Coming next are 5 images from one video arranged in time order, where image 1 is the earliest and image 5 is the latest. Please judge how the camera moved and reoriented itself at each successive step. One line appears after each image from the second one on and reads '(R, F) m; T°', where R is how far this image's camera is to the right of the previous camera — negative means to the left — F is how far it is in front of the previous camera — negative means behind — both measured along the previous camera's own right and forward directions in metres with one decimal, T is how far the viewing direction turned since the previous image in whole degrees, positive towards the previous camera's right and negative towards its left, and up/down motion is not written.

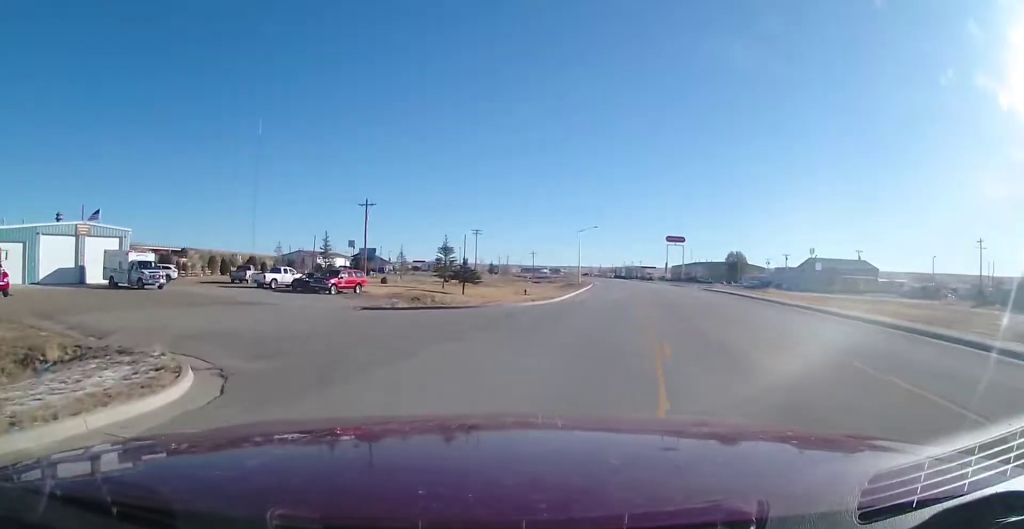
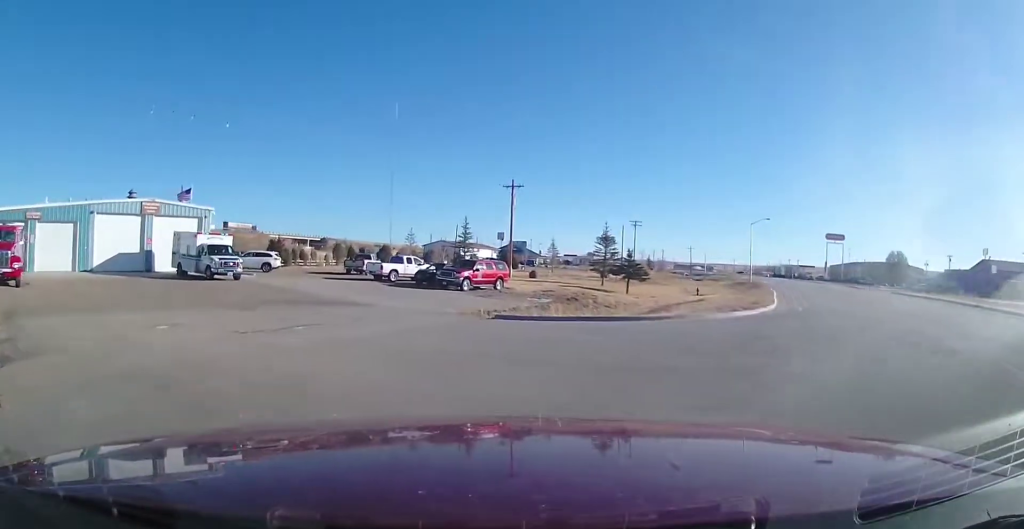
(-1.8, +11.0) m; -14°
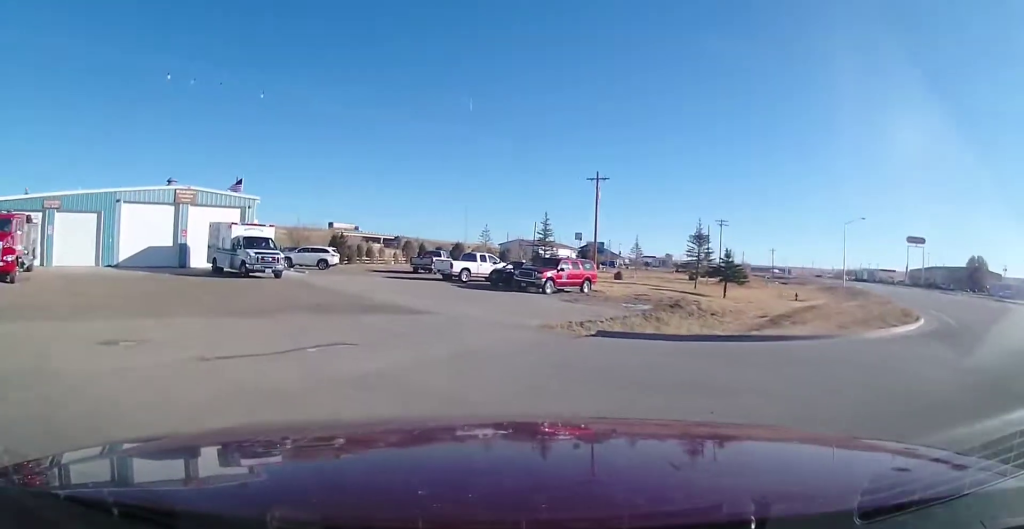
(-0.2, +6.0) m; -8°
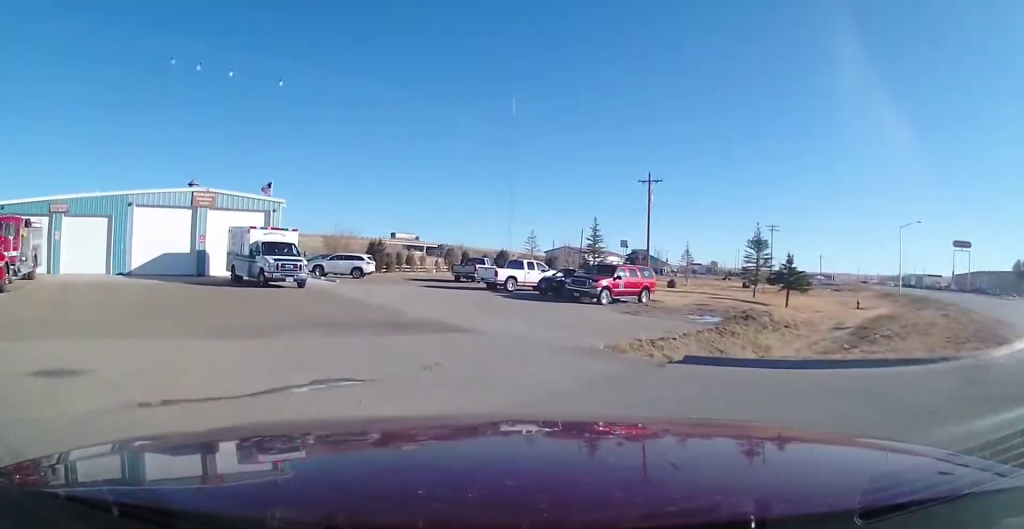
(-0.3, +3.5) m; -5°
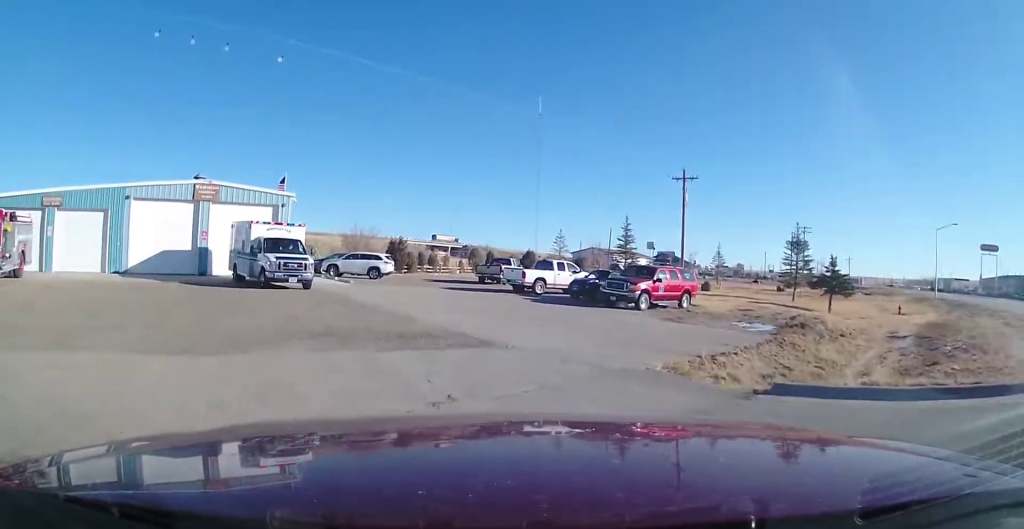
(-0.2, +3.1) m; -4°
